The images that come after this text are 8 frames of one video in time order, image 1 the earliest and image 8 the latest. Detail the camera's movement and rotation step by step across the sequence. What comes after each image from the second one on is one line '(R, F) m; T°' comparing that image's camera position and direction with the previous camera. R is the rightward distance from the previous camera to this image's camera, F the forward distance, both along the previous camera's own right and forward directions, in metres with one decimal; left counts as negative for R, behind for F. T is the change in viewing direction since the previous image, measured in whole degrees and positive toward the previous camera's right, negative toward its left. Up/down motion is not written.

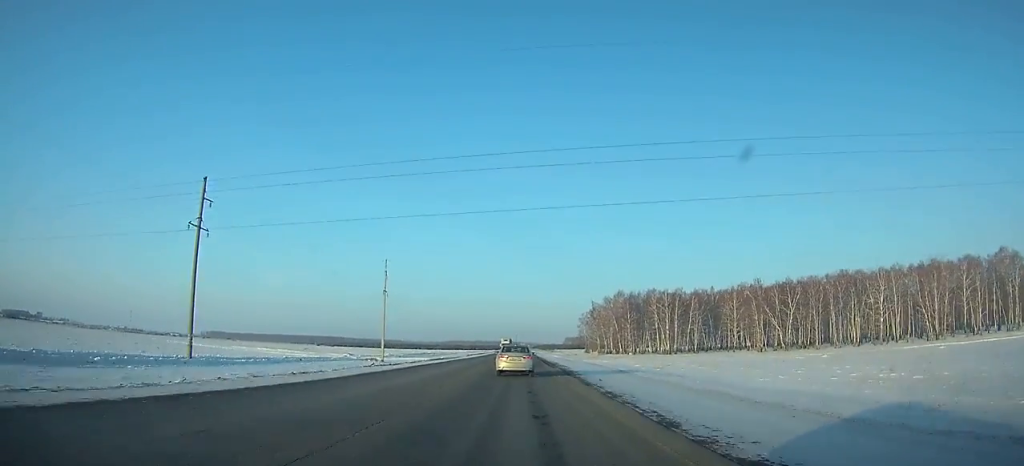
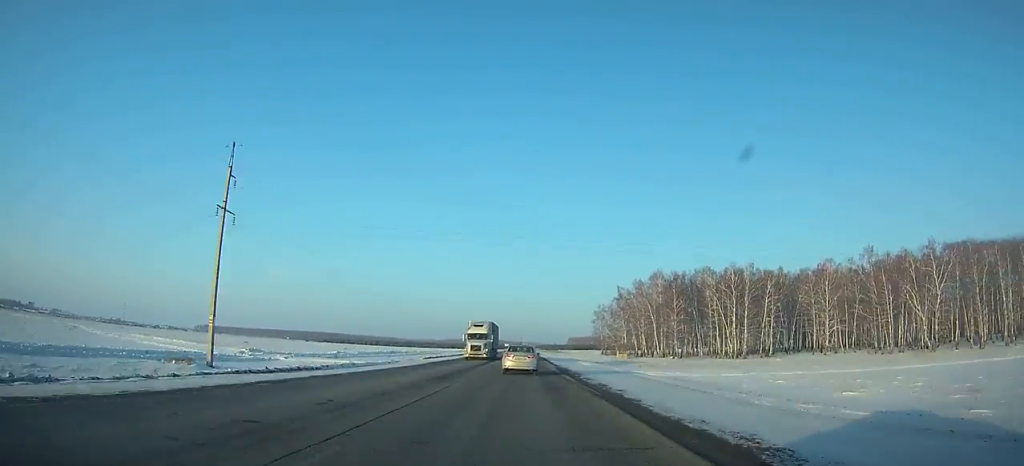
(-0.3, +52.4) m; 0°
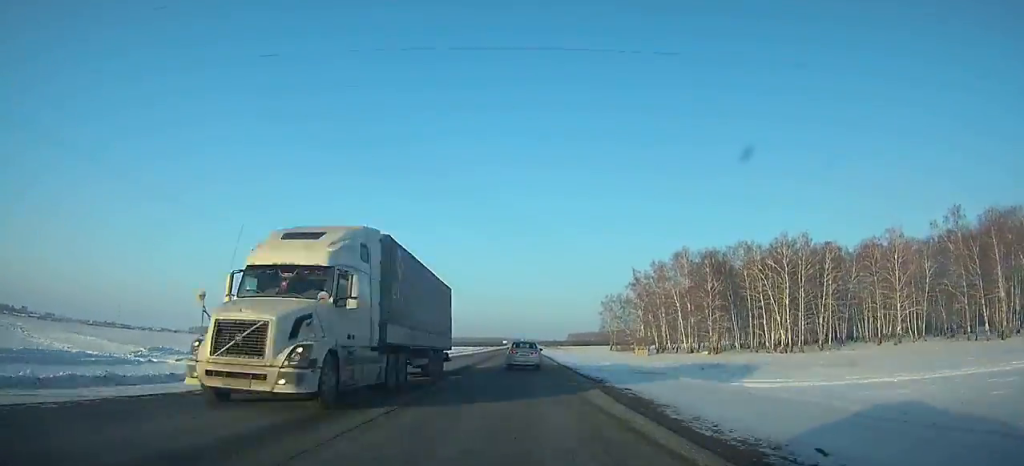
(0.0, +25.0) m; 0°
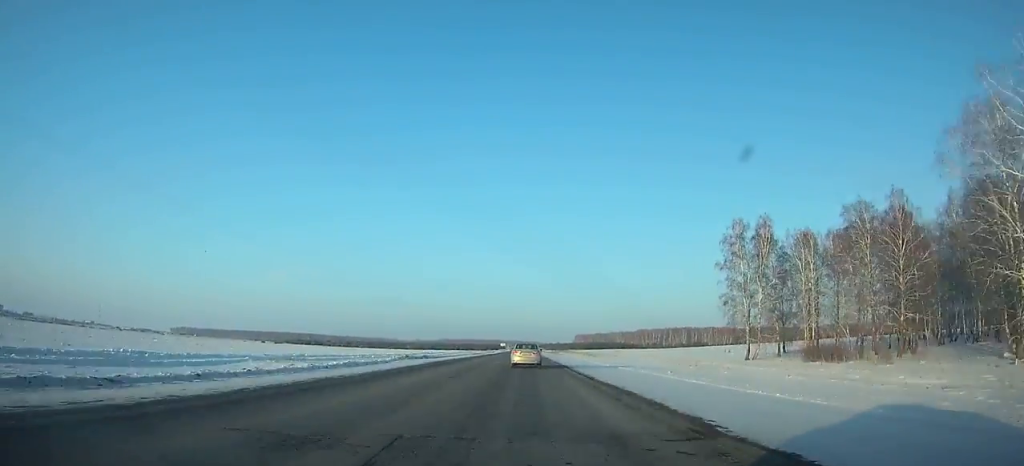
(+0.3, +118.1) m; 0°
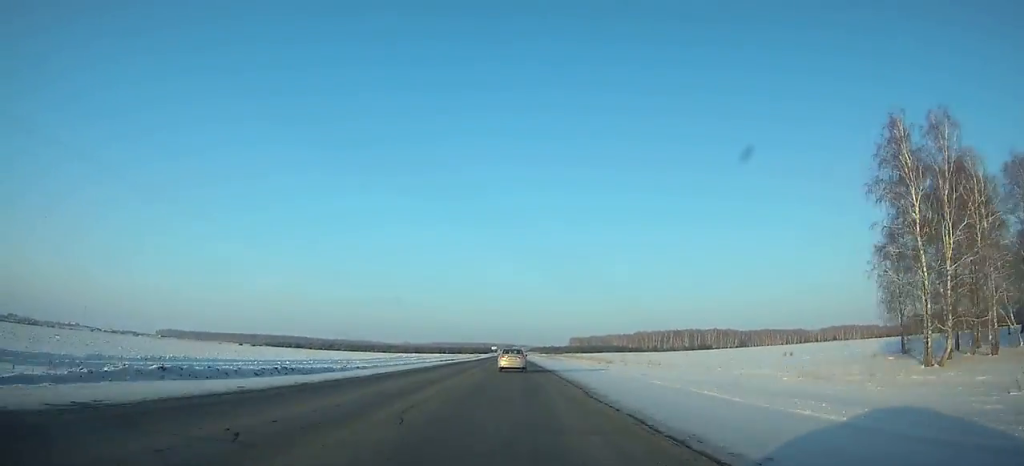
(+0.1, +39.0) m; 0°
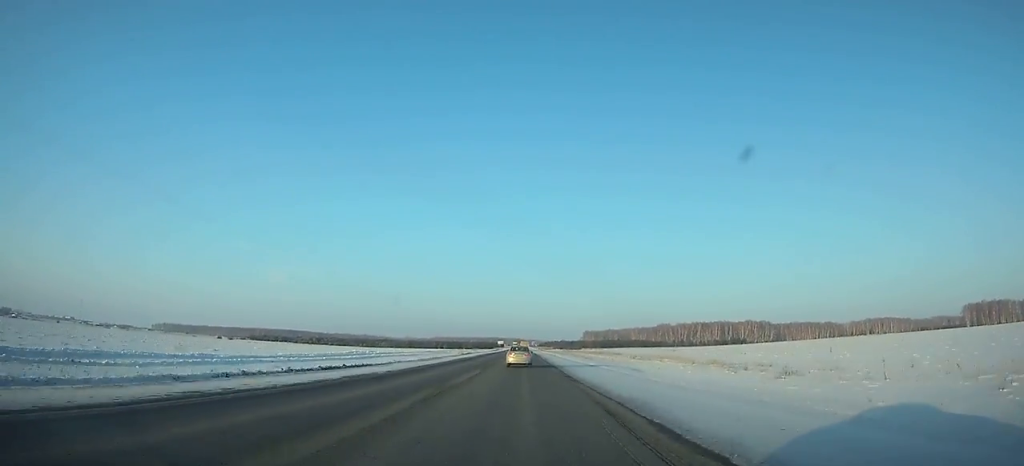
(+0.1, +69.6) m; 0°
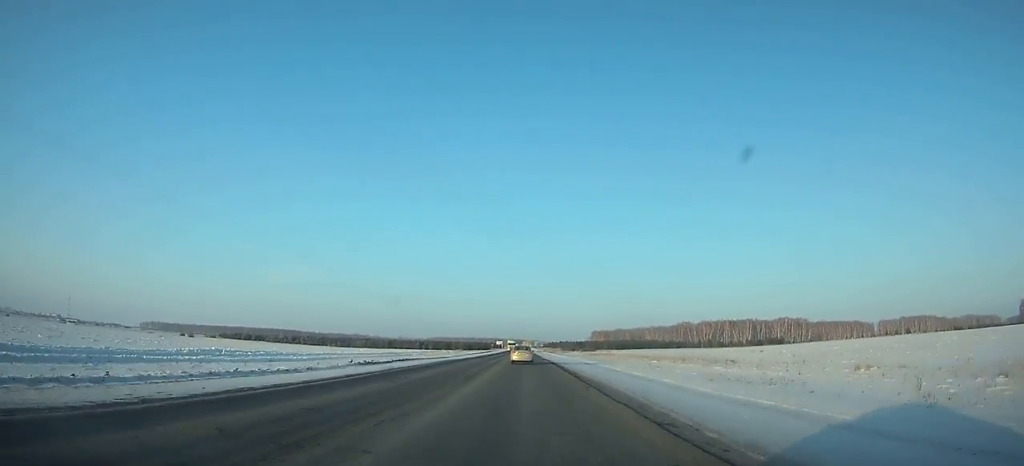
(0.0, +73.5) m; 0°
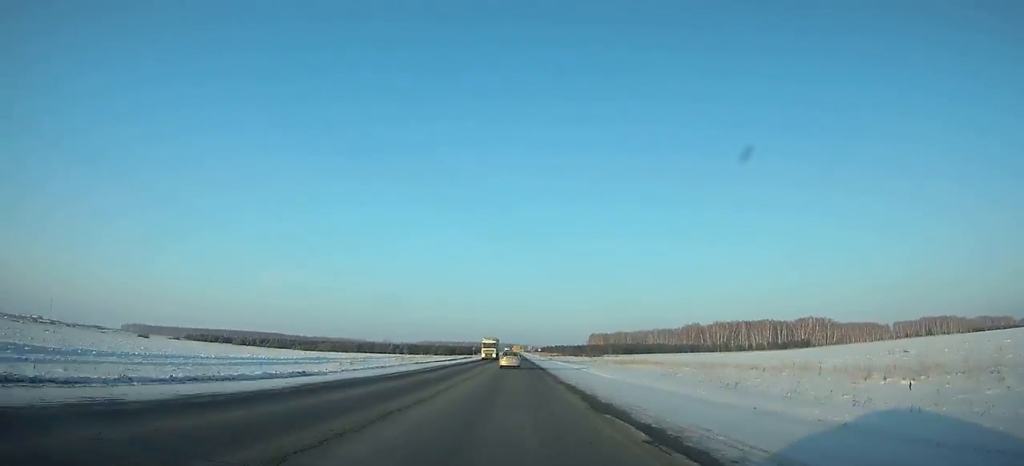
(0.0, +53.4) m; 0°
